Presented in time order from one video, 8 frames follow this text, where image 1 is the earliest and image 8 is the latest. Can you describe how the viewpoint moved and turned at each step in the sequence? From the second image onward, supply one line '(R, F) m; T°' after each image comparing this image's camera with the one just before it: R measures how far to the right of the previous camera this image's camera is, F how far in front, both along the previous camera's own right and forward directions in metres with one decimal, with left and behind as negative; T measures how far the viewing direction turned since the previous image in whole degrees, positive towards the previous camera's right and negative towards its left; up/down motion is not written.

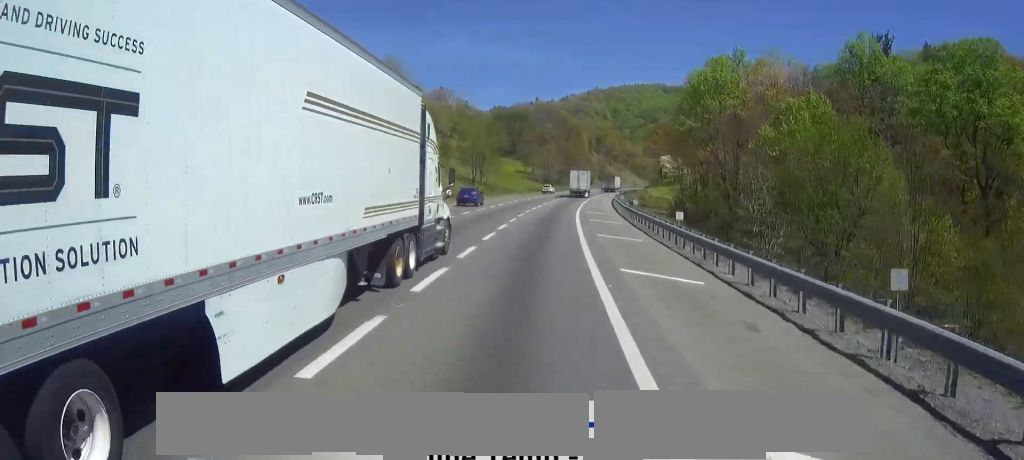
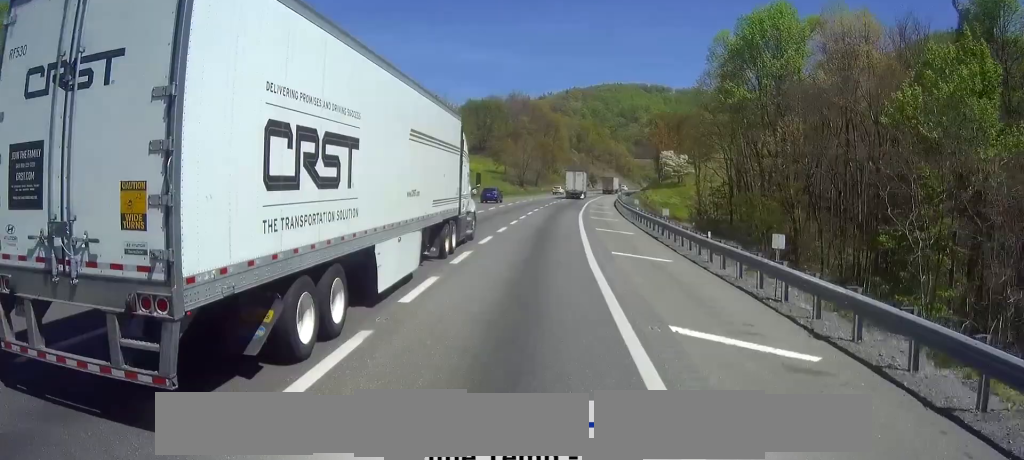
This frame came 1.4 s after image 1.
(+1.0, +31.4) m; +2°
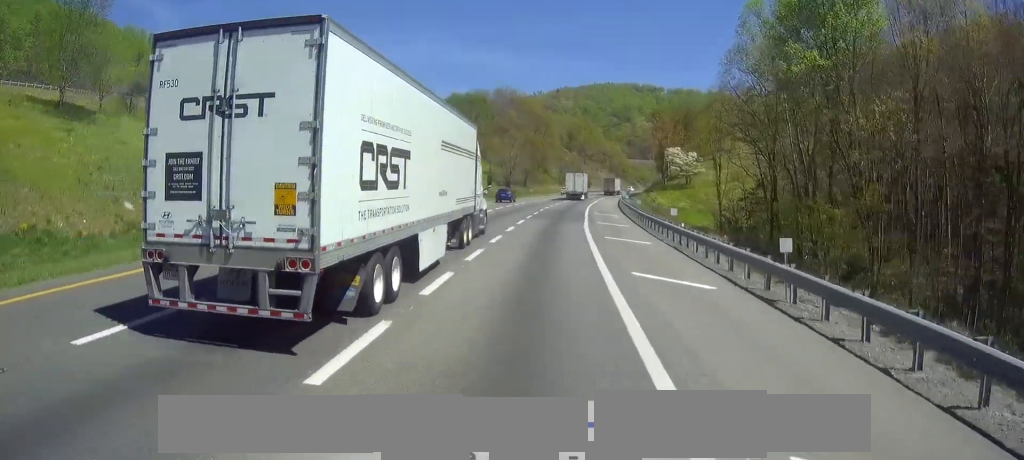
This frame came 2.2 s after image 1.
(-0.2, +17.2) m; 0°
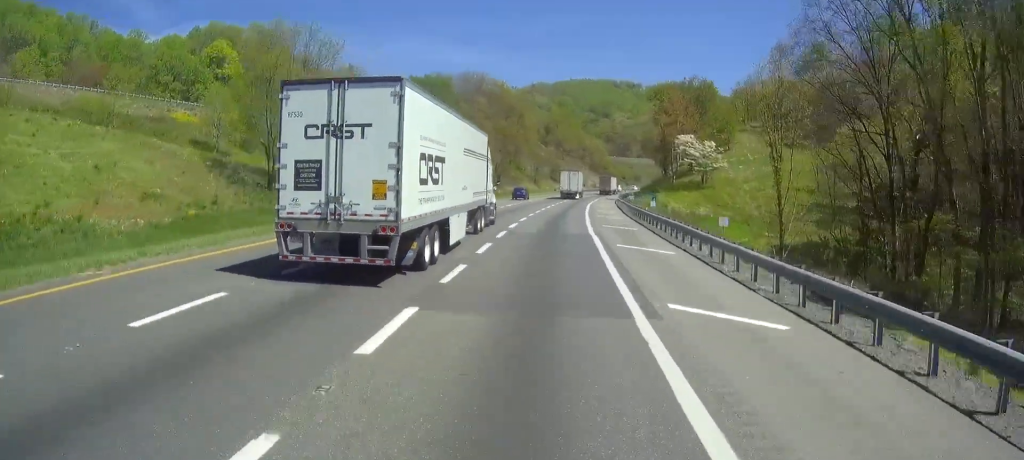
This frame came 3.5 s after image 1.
(+0.3, +28.9) m; +2°
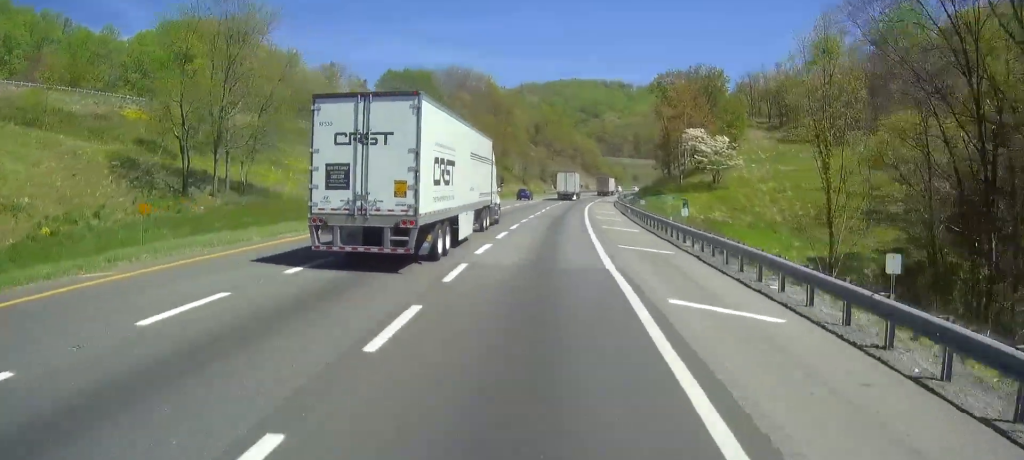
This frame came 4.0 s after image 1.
(+0.1, +11.7) m; +1°
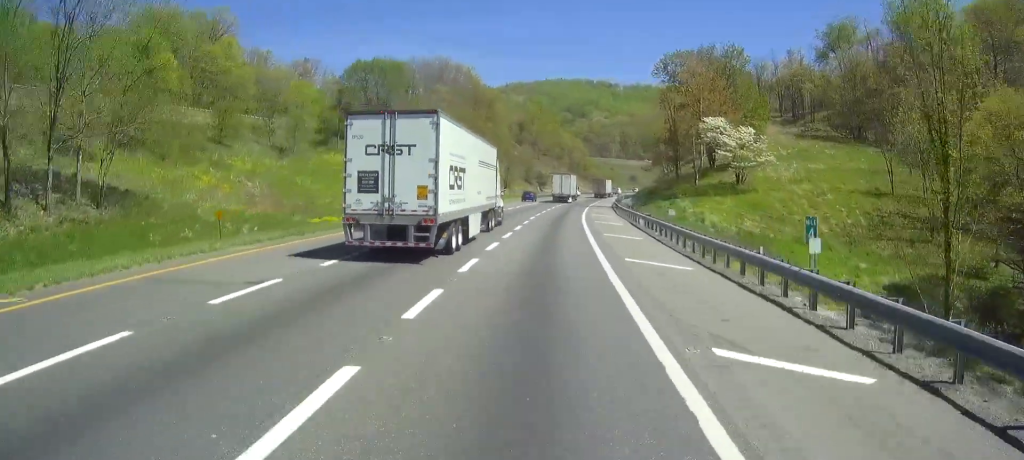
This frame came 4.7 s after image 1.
(+0.3, +15.5) m; +1°
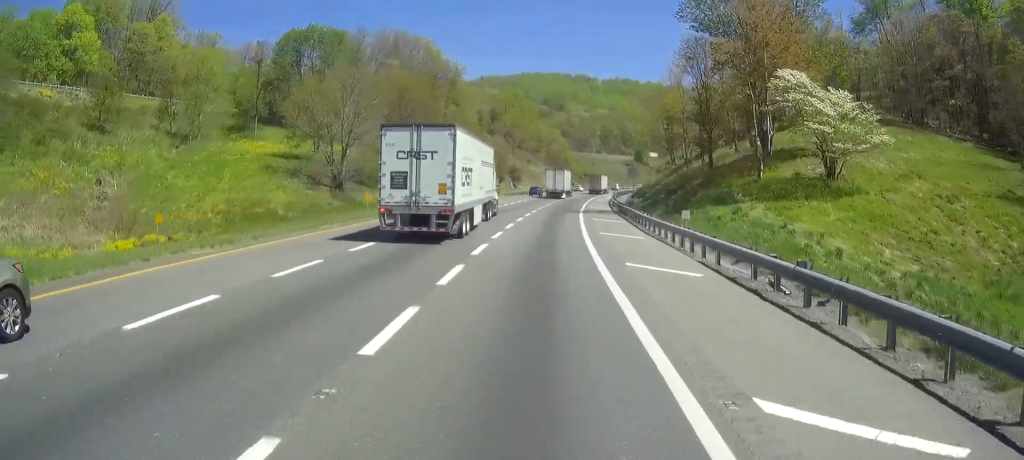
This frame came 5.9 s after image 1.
(+0.5, +26.8) m; +1°
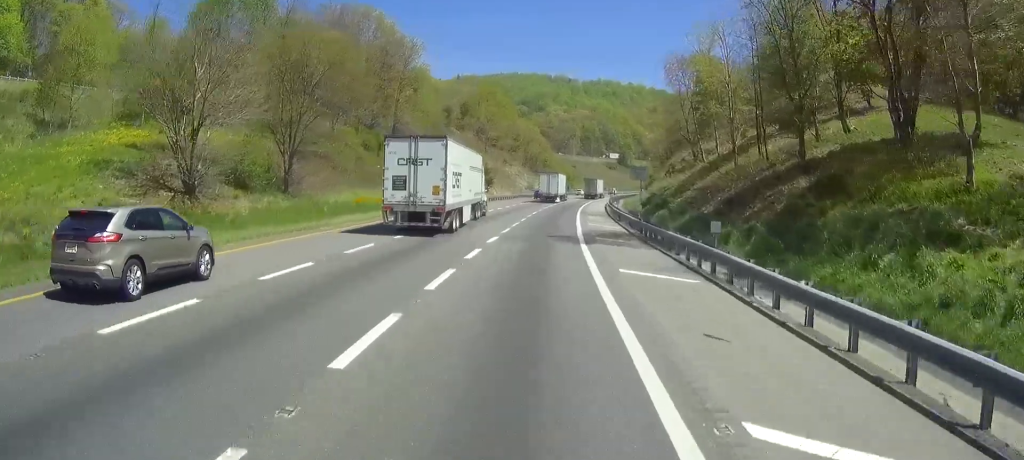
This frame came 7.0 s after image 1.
(0.0, +24.5) m; +1°
